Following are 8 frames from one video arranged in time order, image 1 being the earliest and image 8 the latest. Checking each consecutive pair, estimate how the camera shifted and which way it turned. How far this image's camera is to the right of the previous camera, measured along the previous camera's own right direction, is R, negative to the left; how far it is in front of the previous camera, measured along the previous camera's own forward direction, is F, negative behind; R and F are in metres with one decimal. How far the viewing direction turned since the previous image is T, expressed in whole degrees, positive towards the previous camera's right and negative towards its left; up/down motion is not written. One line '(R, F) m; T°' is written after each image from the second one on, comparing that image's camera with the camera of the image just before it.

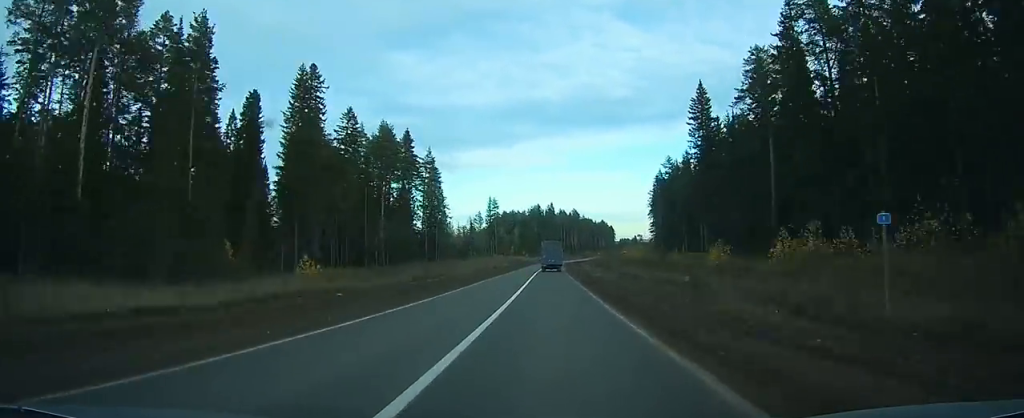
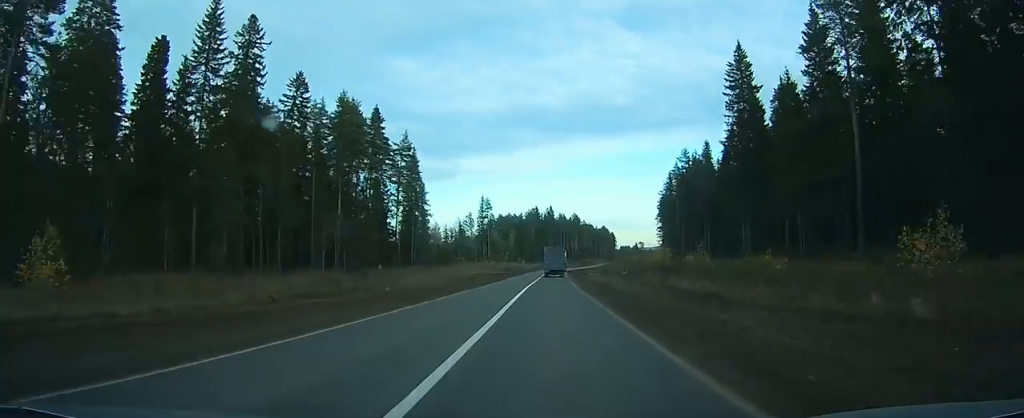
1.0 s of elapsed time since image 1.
(0.0, +24.0) m; 0°
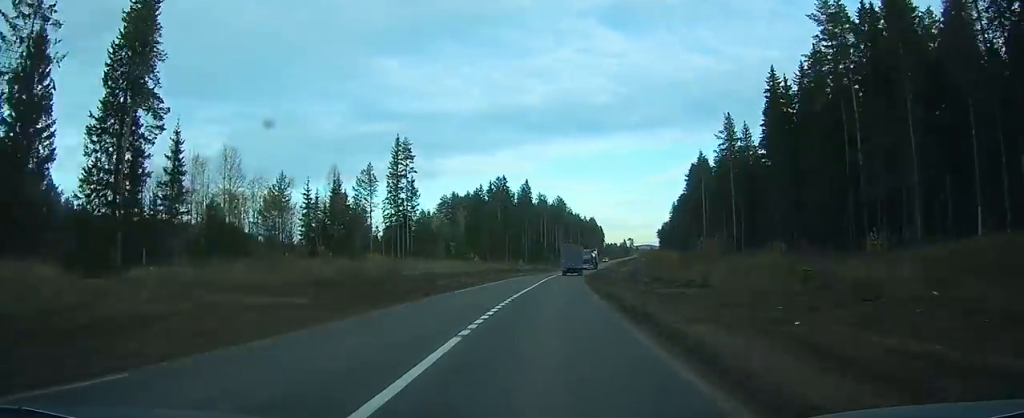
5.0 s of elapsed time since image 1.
(+0.3, +98.8) m; +1°
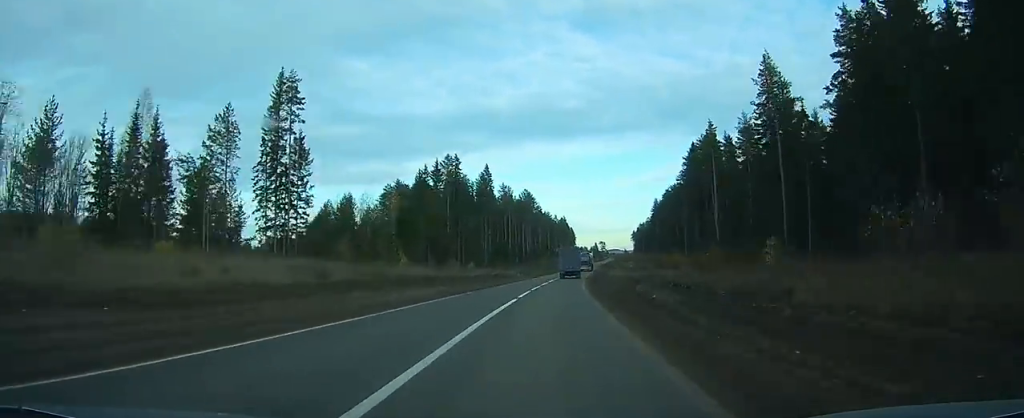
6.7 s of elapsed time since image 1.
(+0.4, +42.2) m; +2°
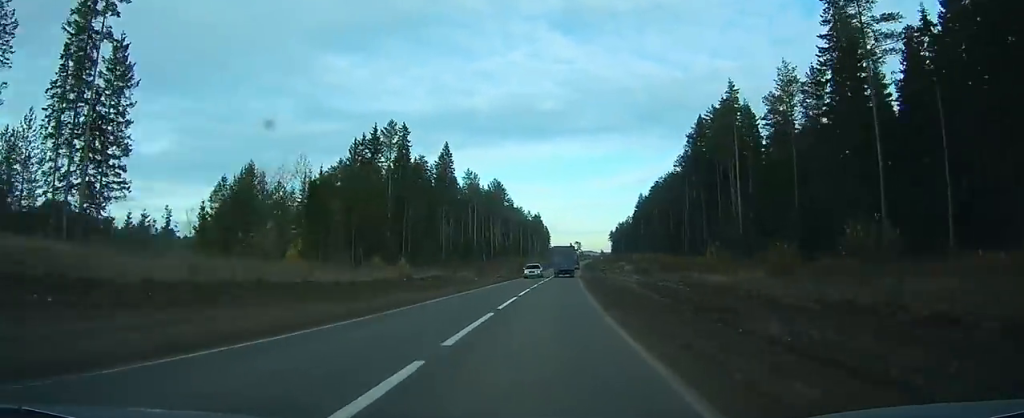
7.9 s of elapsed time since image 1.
(+0.4, +32.4) m; +2°
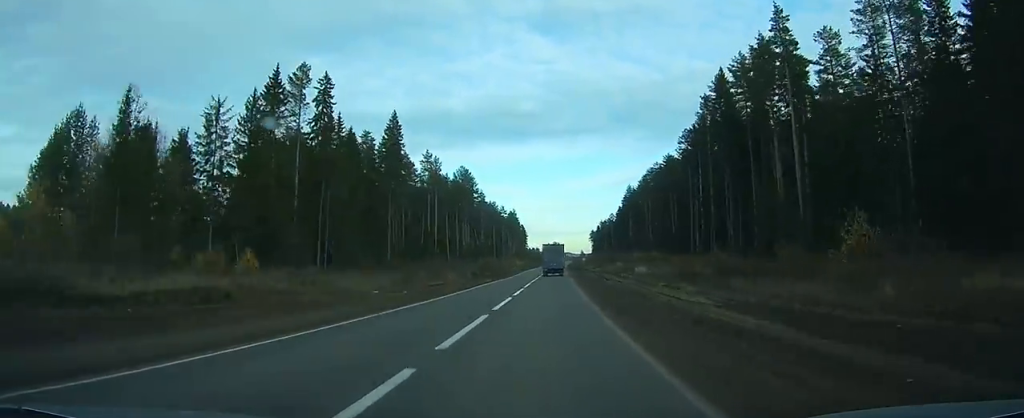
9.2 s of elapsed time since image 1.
(+0.9, +32.9) m; +2°
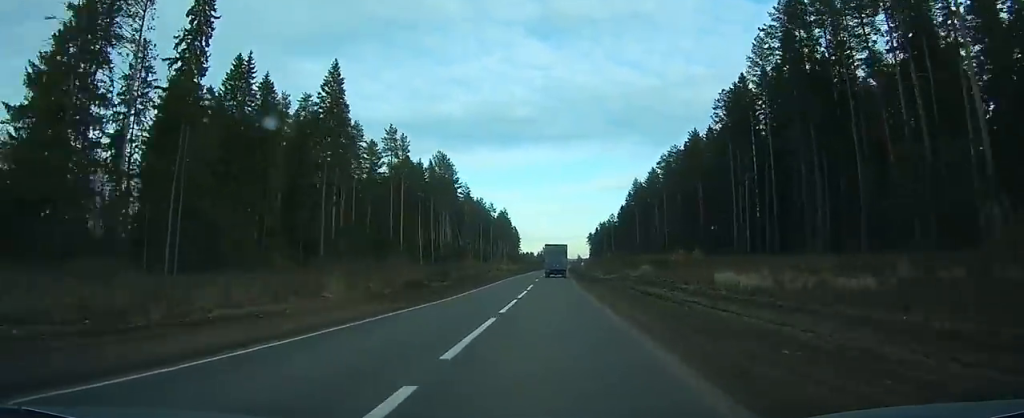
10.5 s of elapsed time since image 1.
(+0.5, +33.2) m; +2°
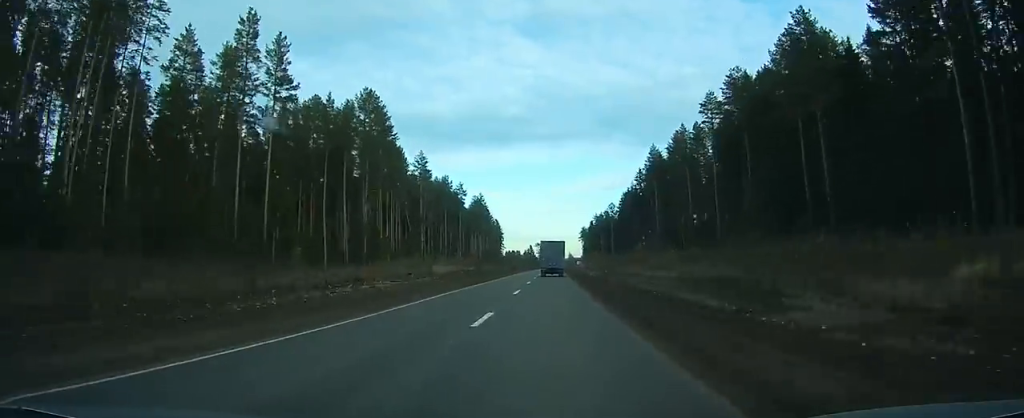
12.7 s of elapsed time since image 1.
(+1.4, +60.7) m; +2°
